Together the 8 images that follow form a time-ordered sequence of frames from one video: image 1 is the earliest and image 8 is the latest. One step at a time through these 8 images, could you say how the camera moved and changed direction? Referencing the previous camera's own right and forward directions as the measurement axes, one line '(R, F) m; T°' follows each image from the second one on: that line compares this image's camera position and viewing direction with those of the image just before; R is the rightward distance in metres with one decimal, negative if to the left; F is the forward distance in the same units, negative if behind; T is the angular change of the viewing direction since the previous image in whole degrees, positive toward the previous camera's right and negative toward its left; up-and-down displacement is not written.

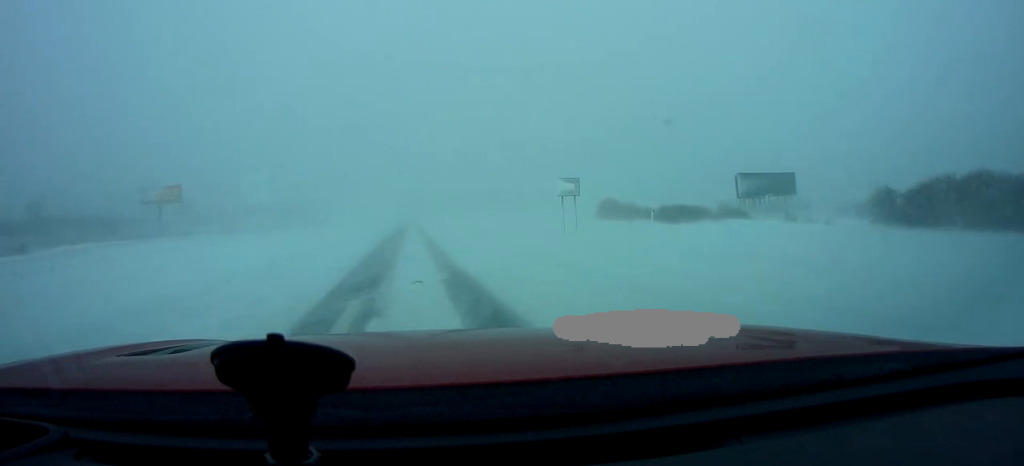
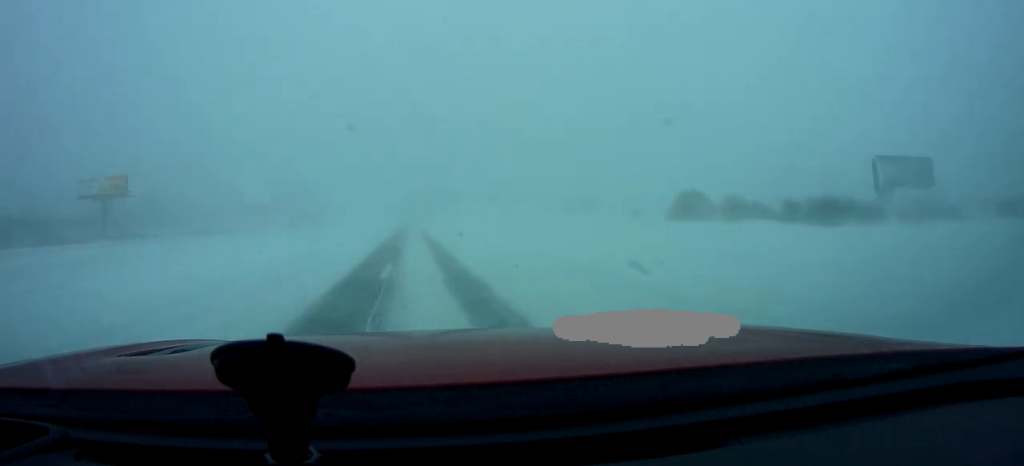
(-0.2, +30.5) m; 0°
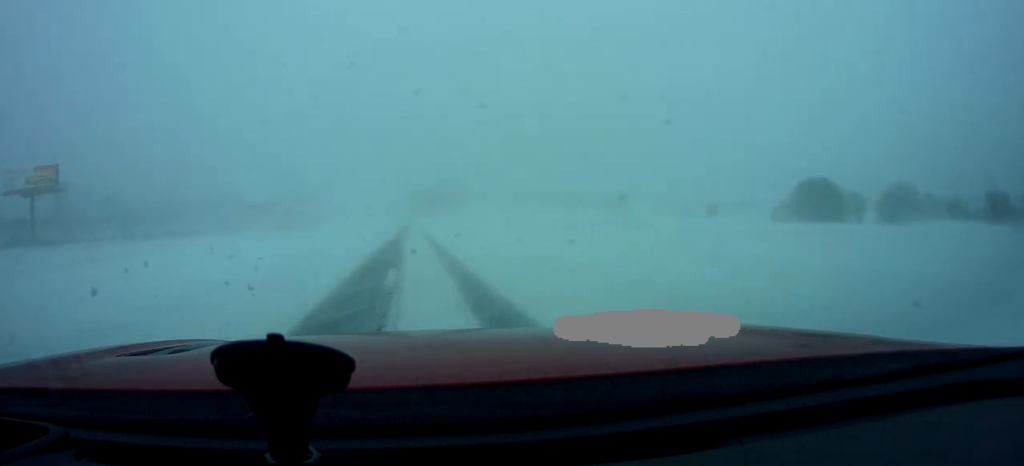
(-0.6, +25.5) m; -1°
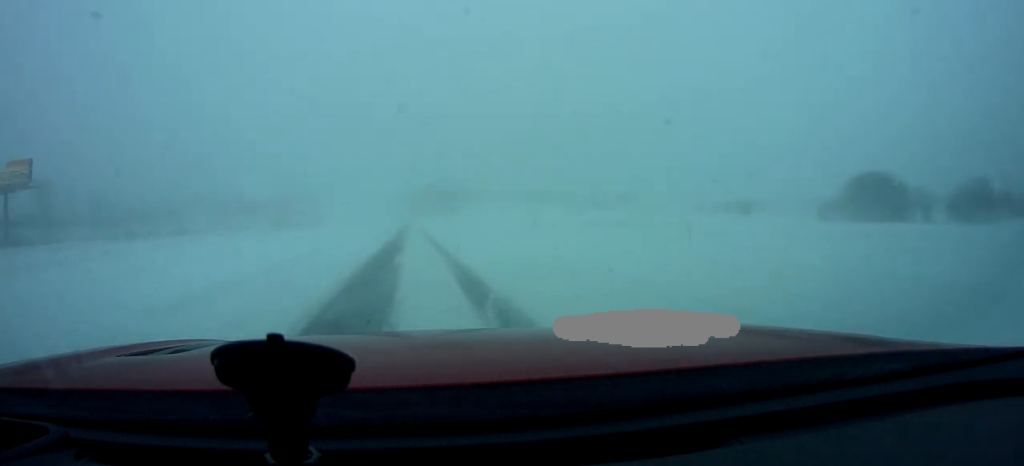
(-0.2, +7.7) m; +1°
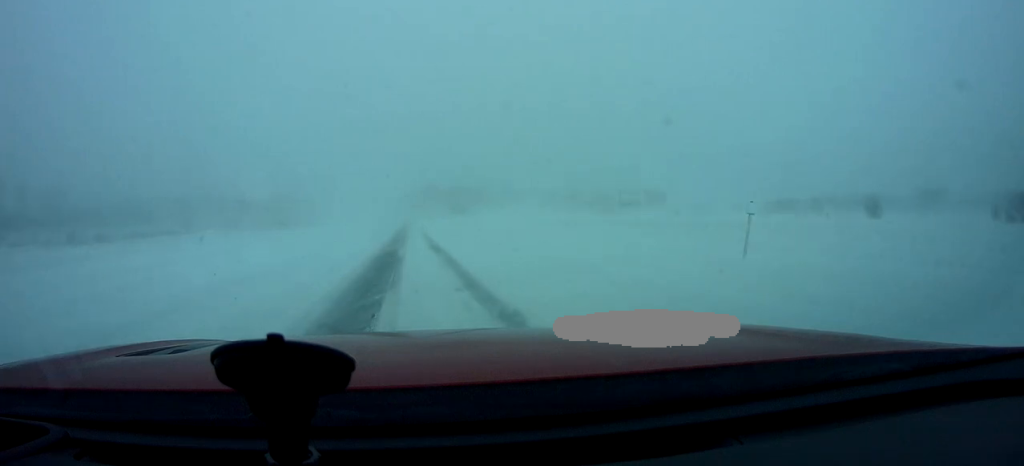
(+0.9, +20.3) m; +2°
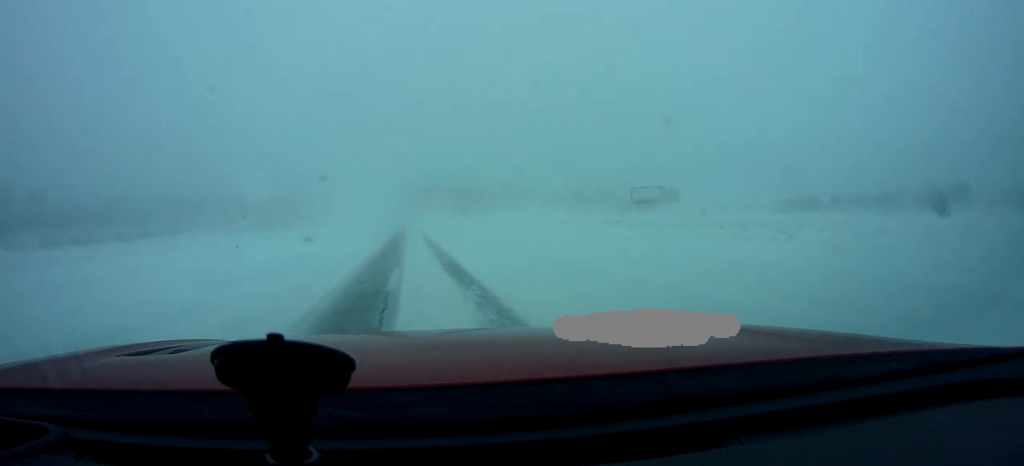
(0.0, +7.9) m; -1°
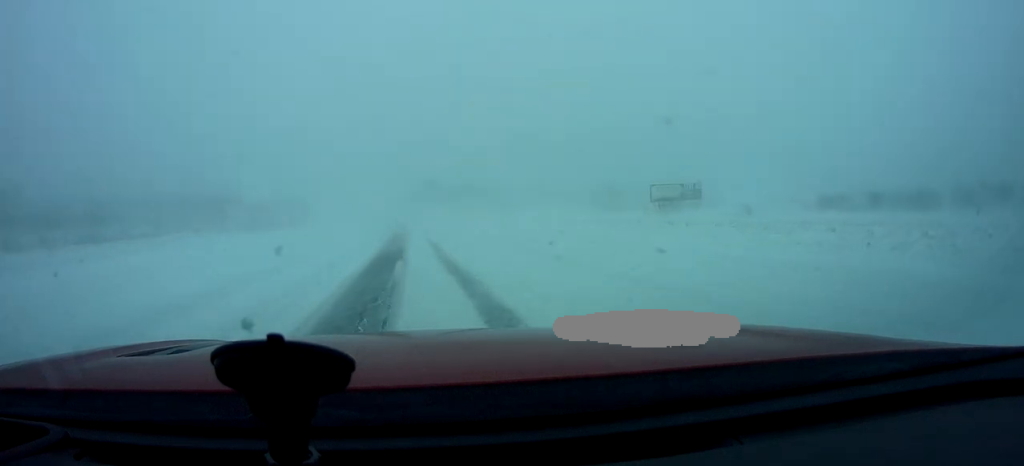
(-0.1, +10.0) m; -1°
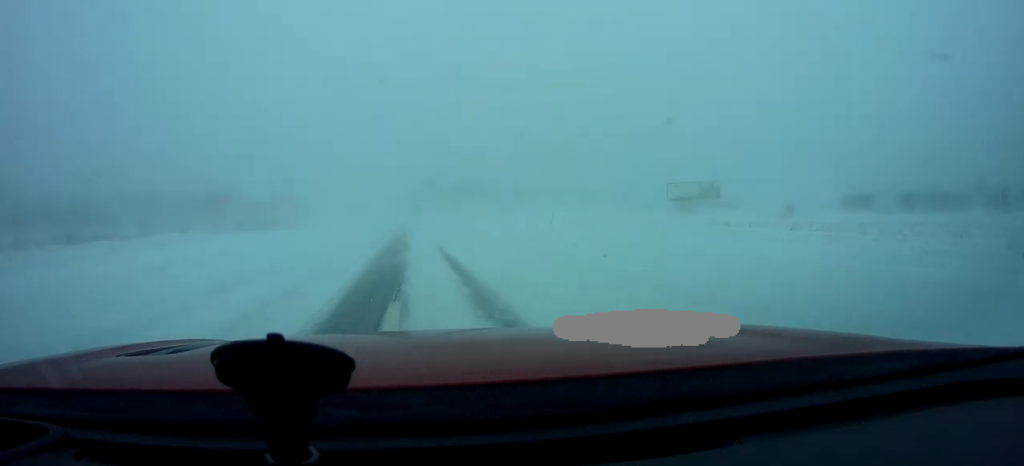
(-0.1, +7.4) m; -1°
